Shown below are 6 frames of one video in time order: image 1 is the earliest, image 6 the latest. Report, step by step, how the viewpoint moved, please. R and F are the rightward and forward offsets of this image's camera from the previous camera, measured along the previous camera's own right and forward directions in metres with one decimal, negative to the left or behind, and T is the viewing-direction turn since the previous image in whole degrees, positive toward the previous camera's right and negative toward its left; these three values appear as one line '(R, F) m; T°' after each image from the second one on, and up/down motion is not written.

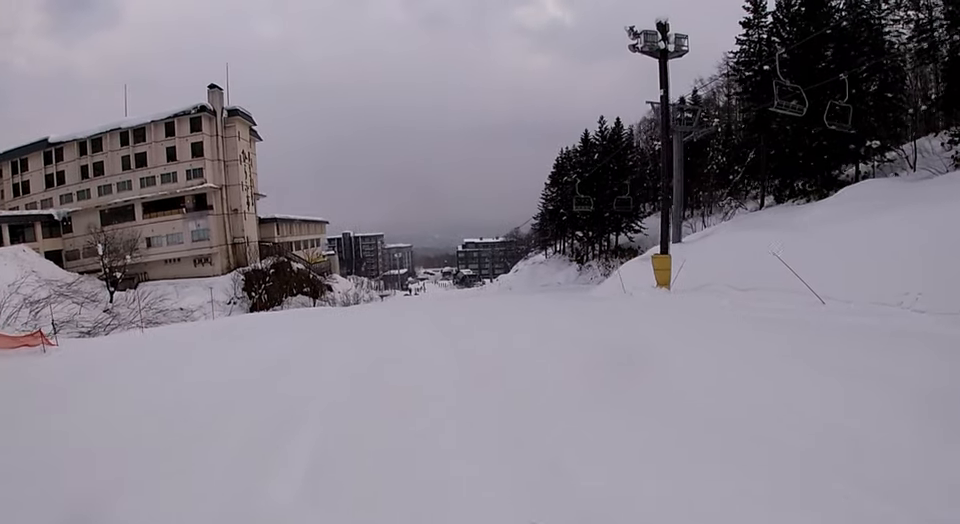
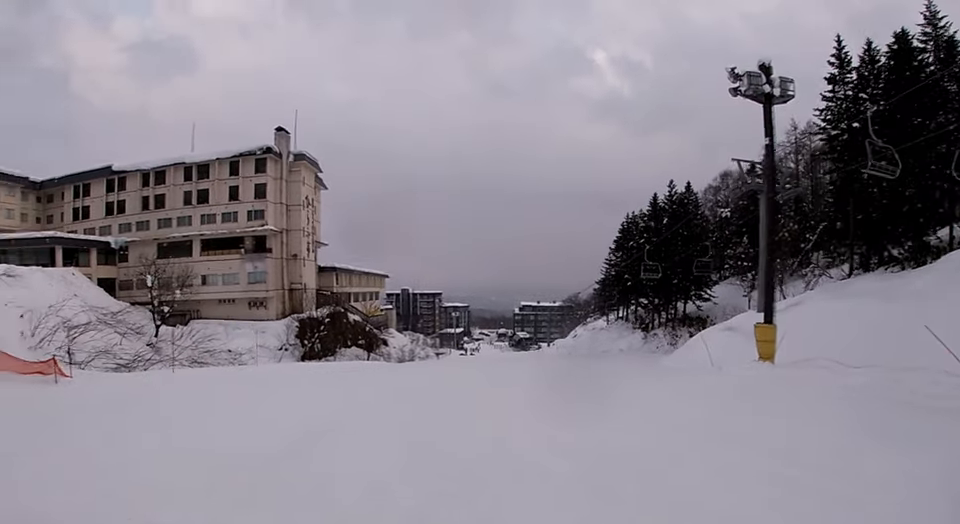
(+0.5, +3.6) m; 0°
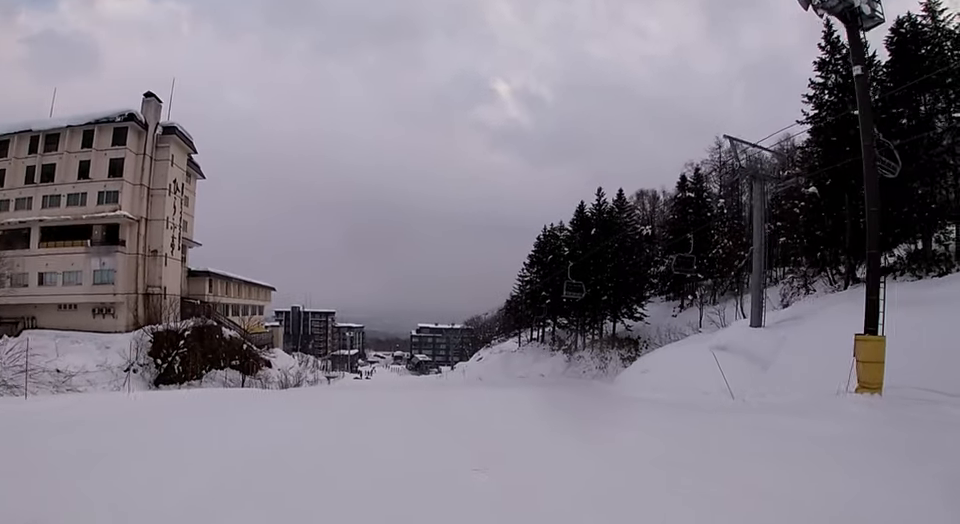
(-0.5, +10.5) m; +7°
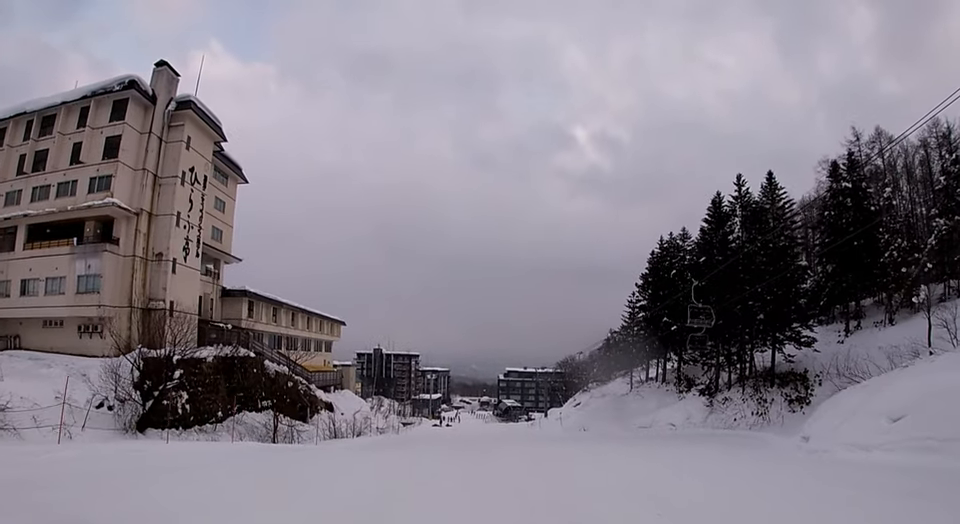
(+1.3, +16.6) m; -6°
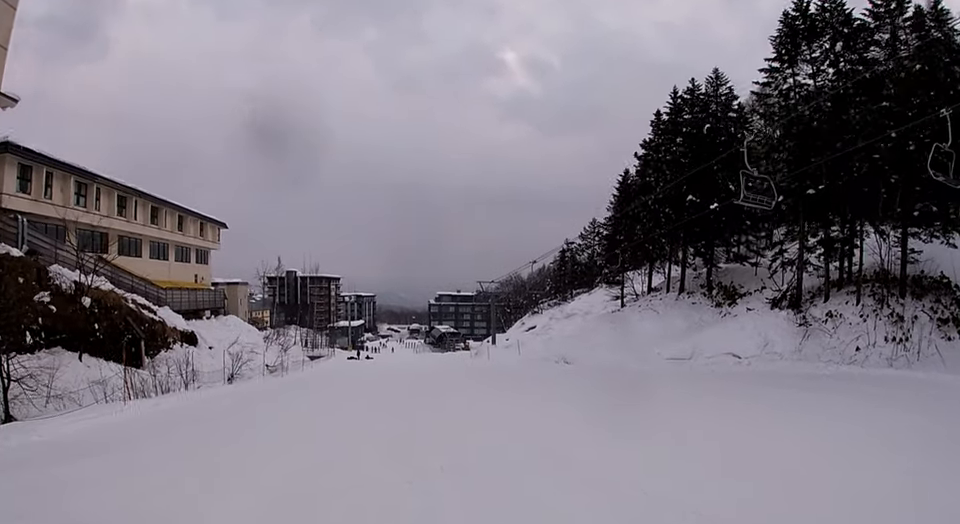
(+1.3, +22.8) m; +12°
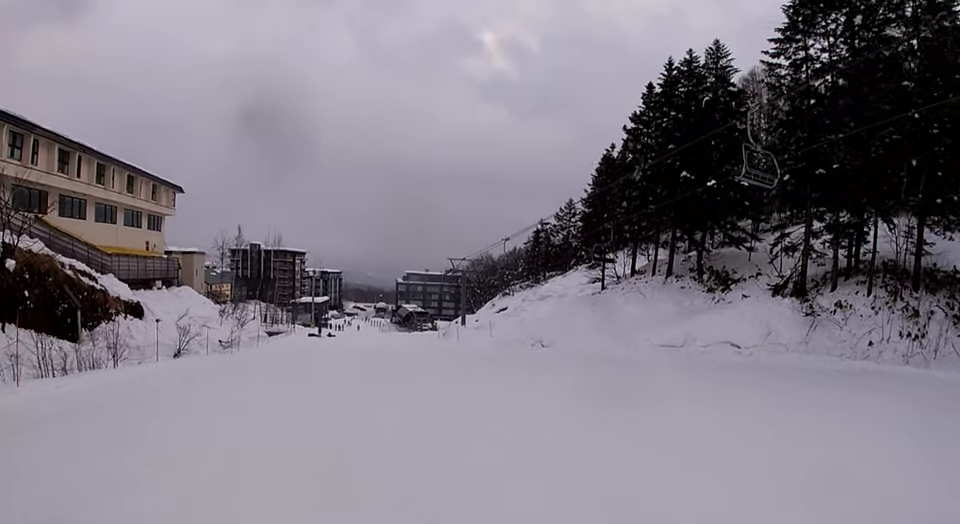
(+0.1, +3.5) m; +1°
